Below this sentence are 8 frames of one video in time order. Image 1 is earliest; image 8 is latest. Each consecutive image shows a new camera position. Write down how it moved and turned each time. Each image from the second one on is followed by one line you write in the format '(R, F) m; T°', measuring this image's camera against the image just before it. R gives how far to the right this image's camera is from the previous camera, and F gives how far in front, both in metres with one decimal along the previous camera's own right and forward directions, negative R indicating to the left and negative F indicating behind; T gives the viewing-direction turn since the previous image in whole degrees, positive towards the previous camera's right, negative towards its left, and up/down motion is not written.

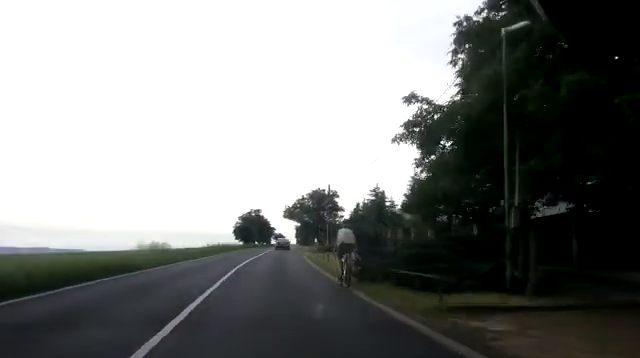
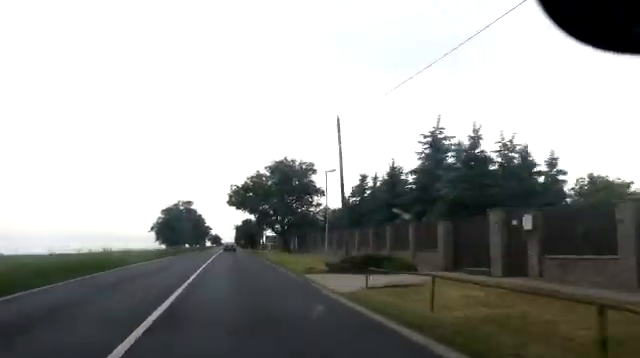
(+1.9, +31.3) m; +6°
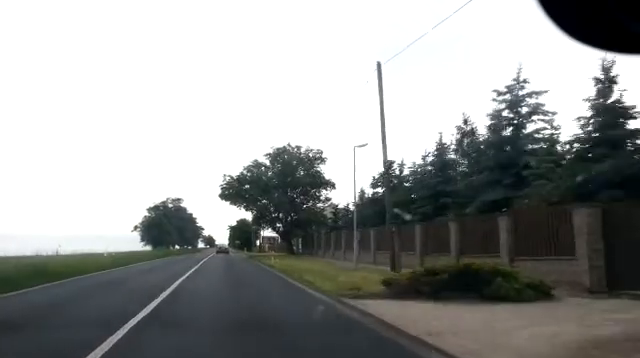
(+0.2, +8.2) m; 0°
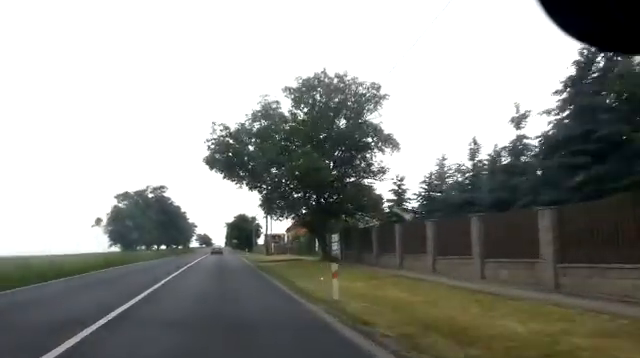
(+0.2, +18.3) m; 0°
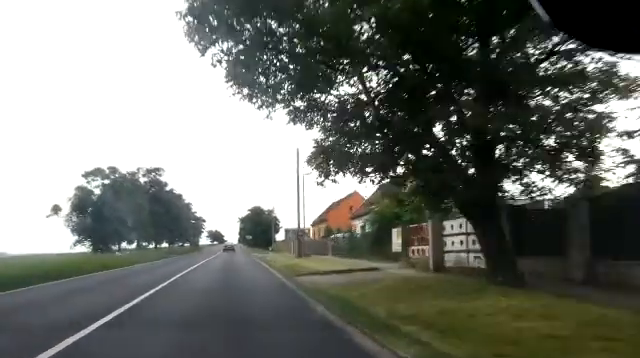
(-0.2, +16.5) m; 0°
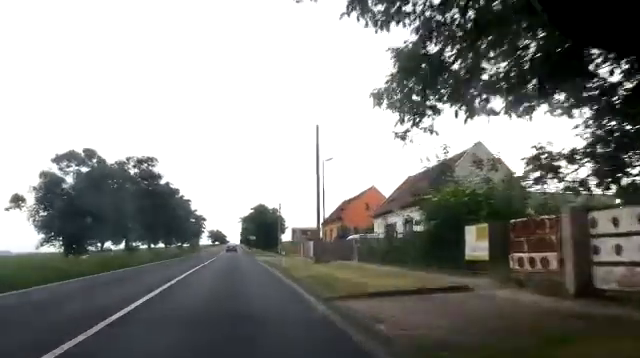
(-0.3, +7.1) m; +1°
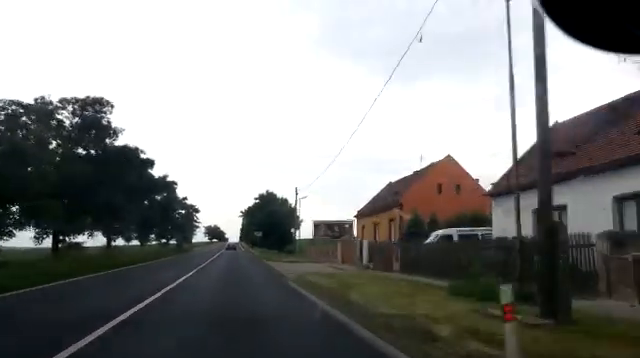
(+0.9, +19.7) m; +1°
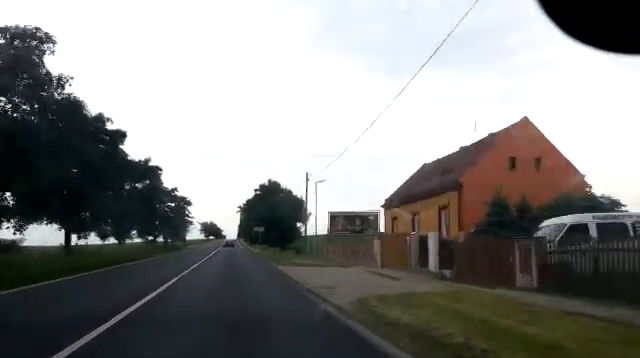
(-0.3, +9.8) m; 0°
